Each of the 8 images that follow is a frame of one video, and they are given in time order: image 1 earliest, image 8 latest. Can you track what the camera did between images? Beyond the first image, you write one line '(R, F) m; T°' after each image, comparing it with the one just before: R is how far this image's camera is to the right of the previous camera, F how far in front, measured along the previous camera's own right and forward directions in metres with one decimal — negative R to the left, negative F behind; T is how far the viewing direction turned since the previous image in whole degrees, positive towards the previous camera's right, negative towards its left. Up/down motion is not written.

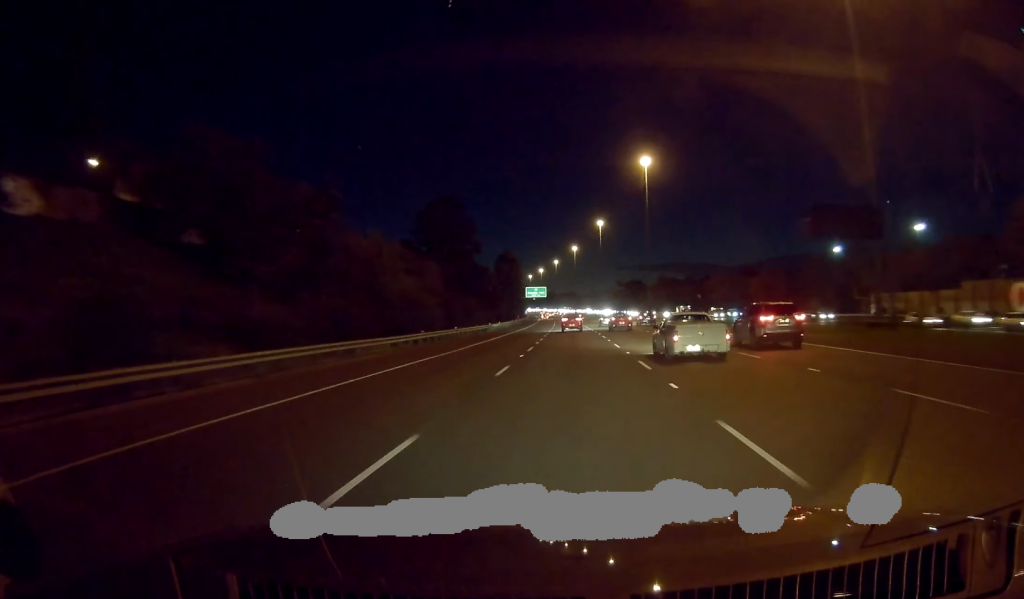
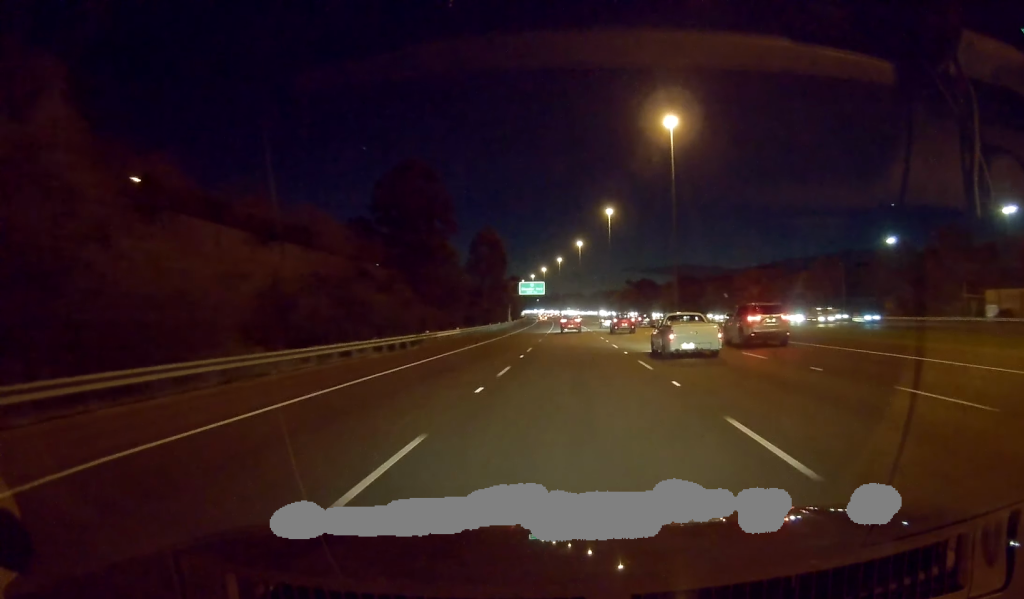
(0.0, +35.5) m; 0°
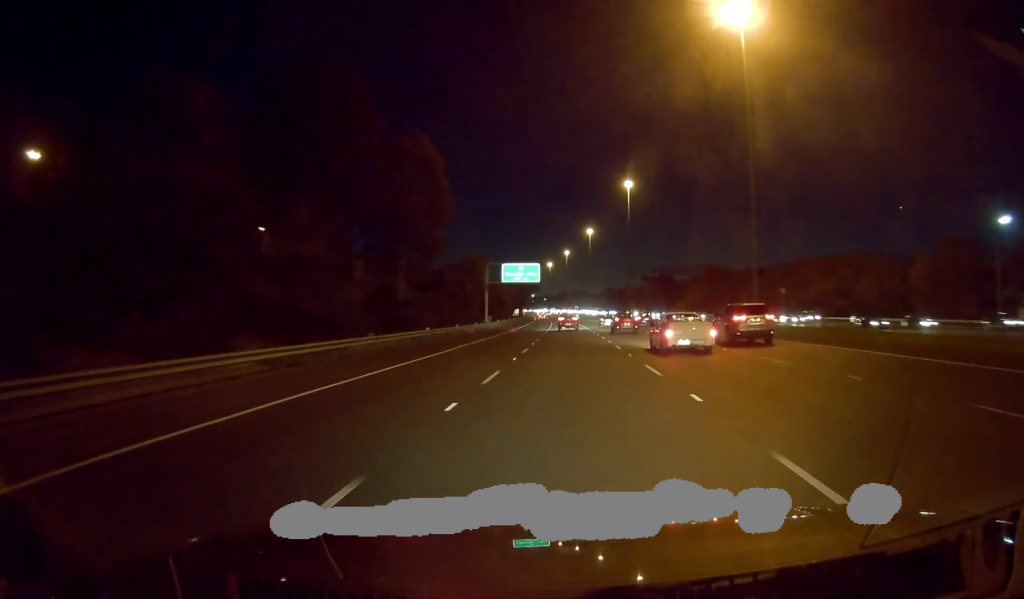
(-0.5, +49.7) m; -1°
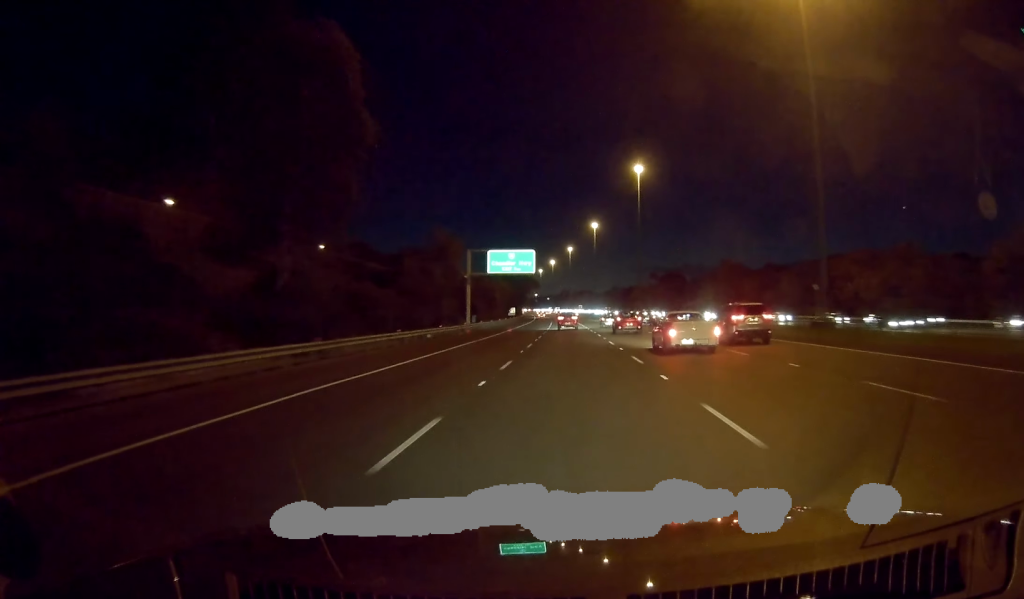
(-0.2, +19.9) m; 0°
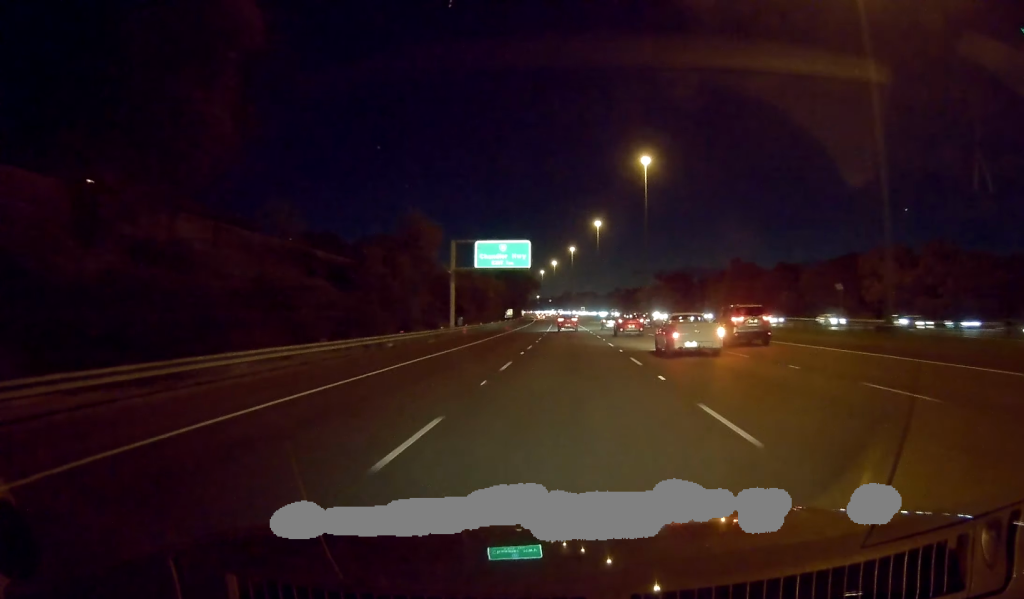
(0.0, +11.8) m; 0°
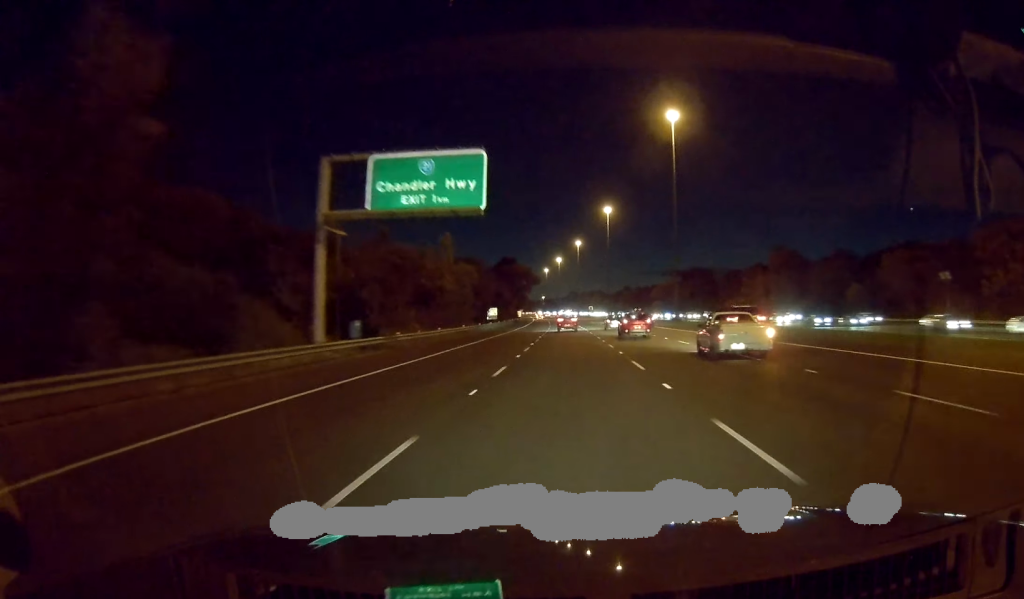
(0.0, +37.3) m; 0°
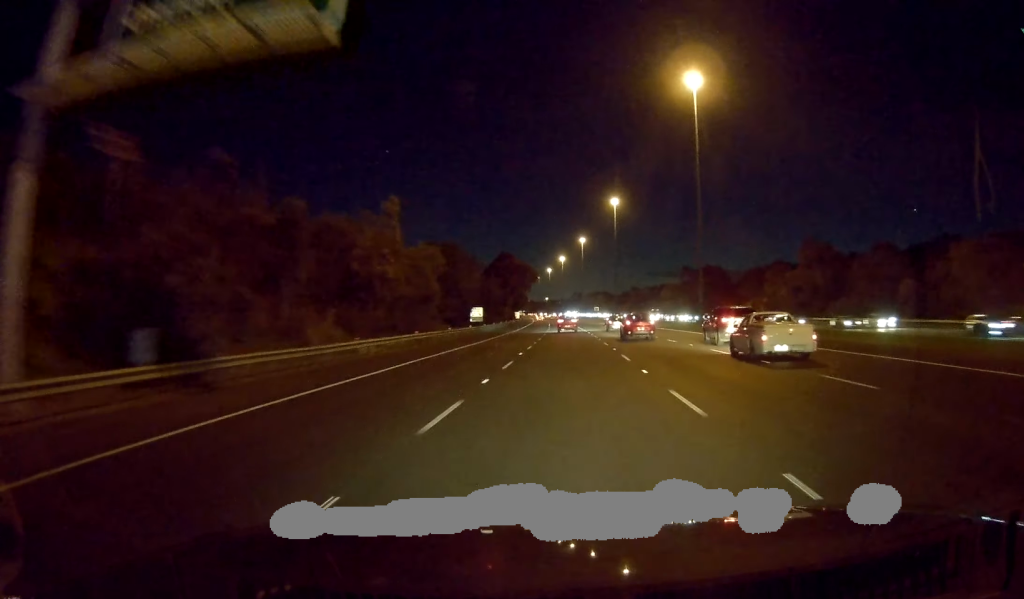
(-0.1, +20.0) m; 0°
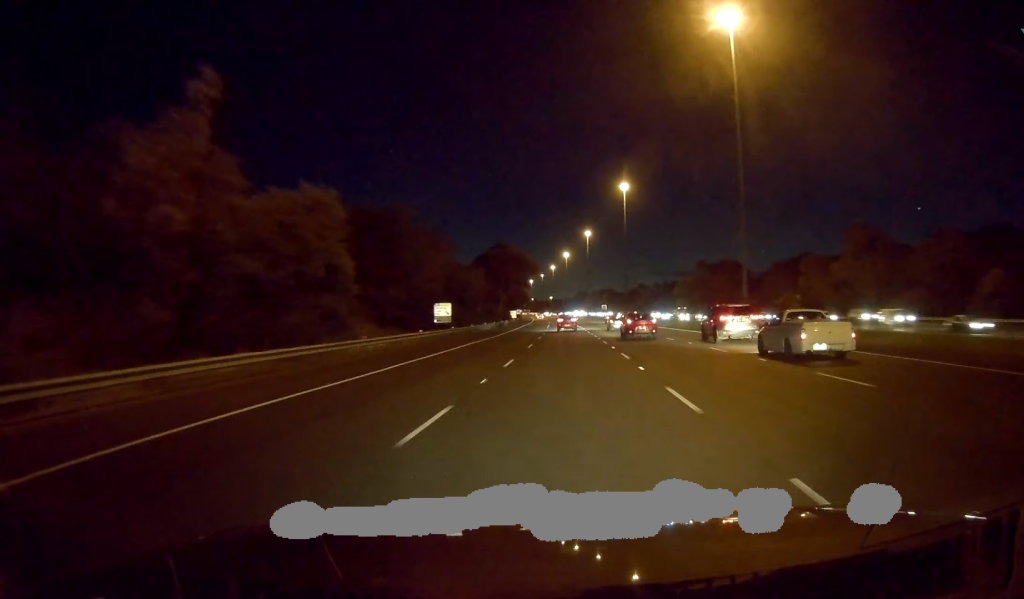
(-0.1, +23.6) m; 0°
